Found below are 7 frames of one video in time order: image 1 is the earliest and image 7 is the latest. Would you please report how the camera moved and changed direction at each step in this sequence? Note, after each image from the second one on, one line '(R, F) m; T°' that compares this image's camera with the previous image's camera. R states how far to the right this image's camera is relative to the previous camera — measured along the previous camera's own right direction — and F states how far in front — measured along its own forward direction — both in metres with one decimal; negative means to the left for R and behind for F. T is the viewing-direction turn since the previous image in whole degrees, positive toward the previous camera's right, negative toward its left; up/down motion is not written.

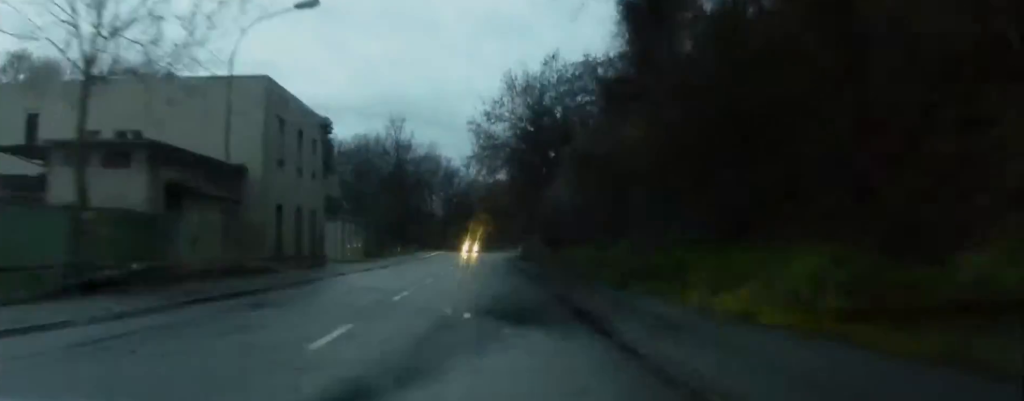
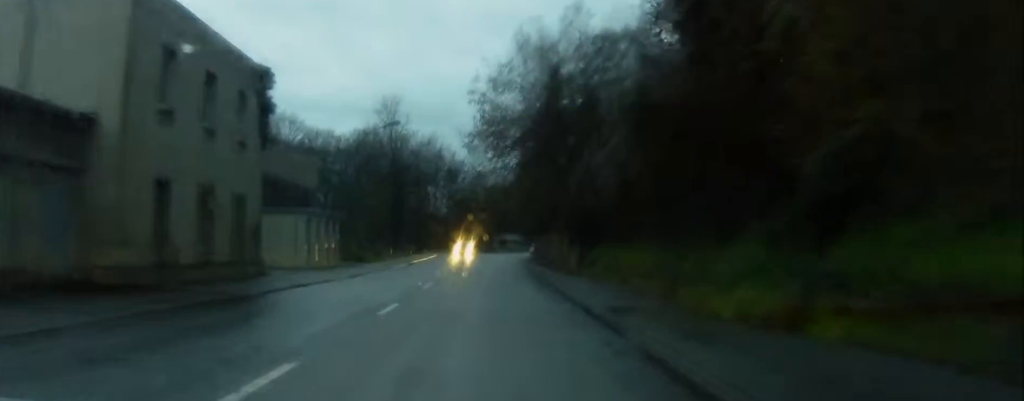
(0.0, +12.7) m; 0°
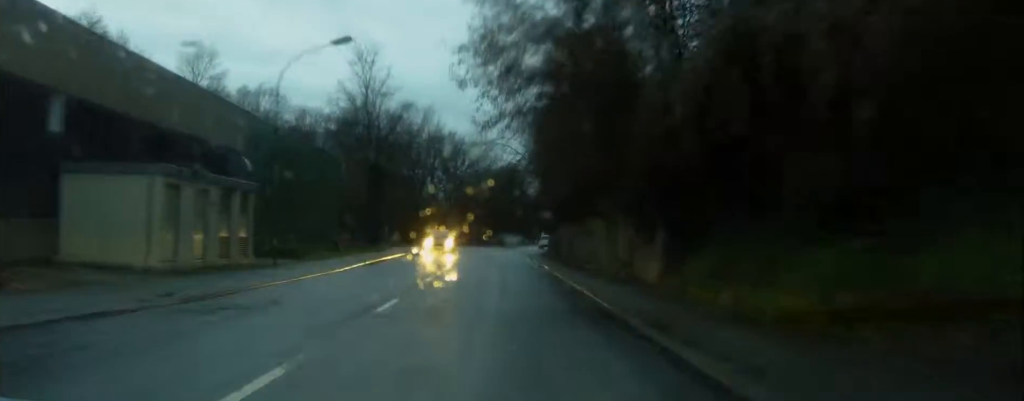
(+0.5, +18.8) m; +1°
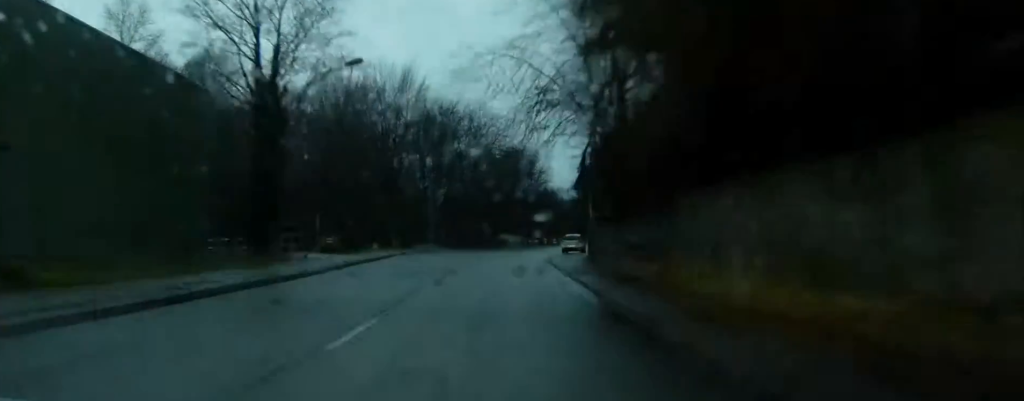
(+0.1, +30.9) m; +1°
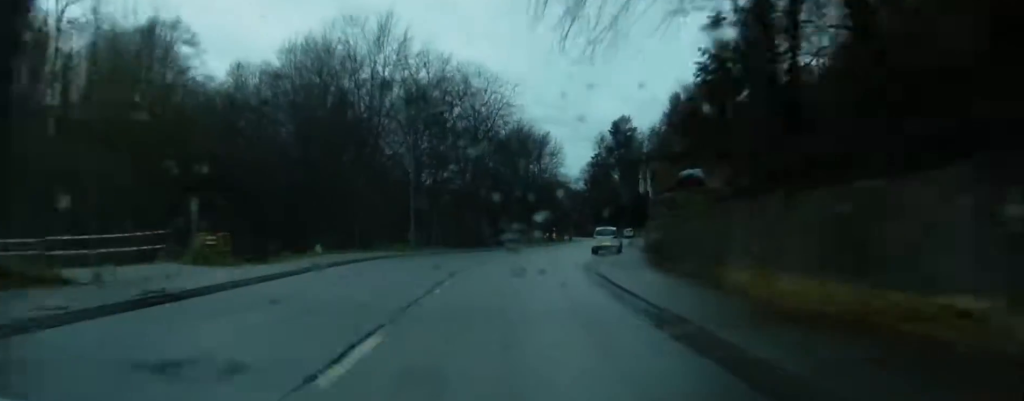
(+0.2, +19.0) m; +1°
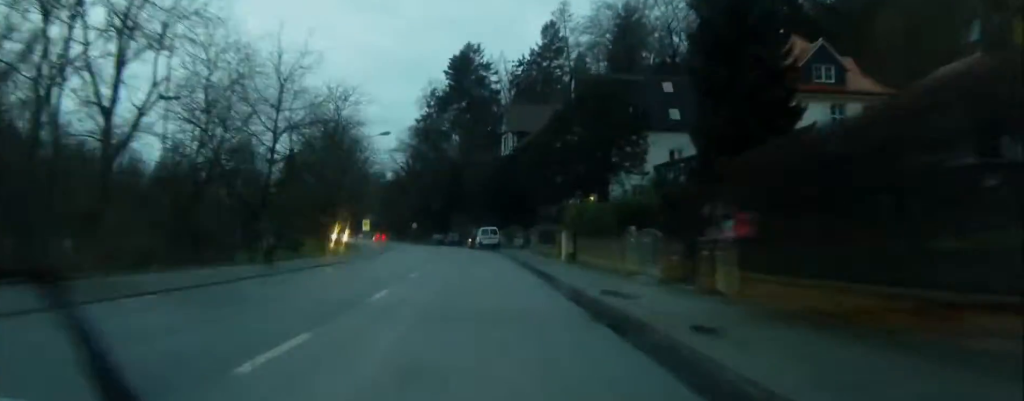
(+7.4, +99.3) m; +7°
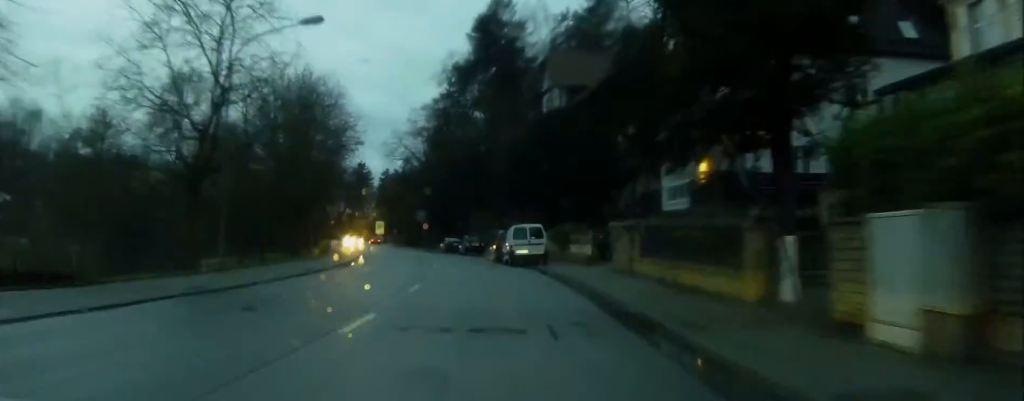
(-1.1, +31.6) m; -2°
